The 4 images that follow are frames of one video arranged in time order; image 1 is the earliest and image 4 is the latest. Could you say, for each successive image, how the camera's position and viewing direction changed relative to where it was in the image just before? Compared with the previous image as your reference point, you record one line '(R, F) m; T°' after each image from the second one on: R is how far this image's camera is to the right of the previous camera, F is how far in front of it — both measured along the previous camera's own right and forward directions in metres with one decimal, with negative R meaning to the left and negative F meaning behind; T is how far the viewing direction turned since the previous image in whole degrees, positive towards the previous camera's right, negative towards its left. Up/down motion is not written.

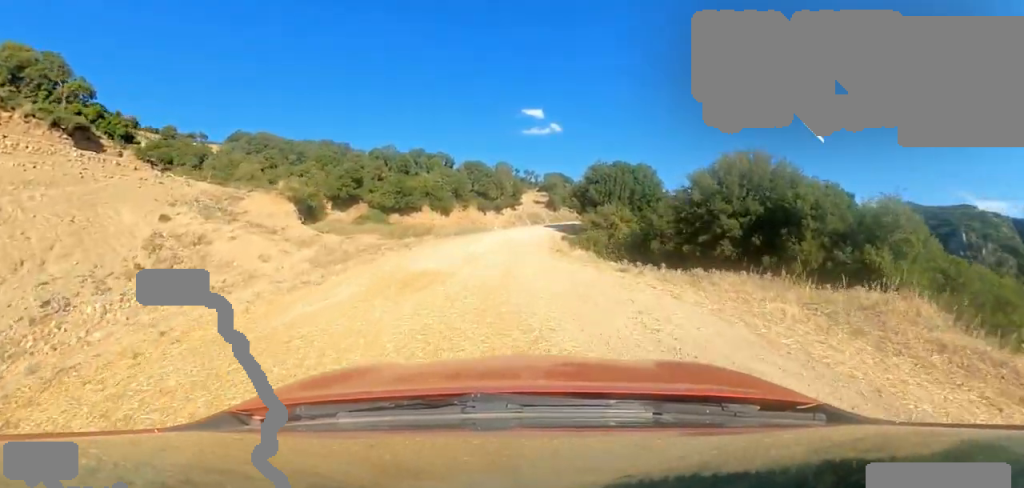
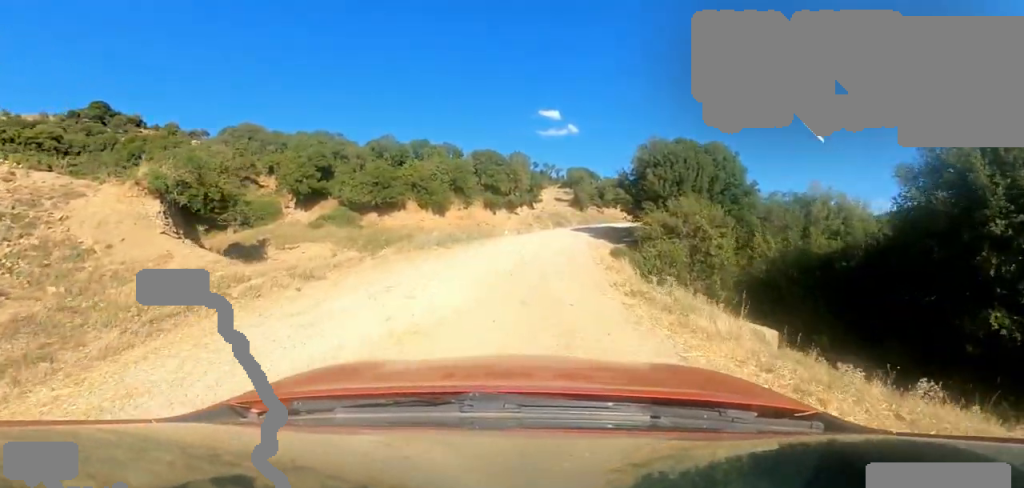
(-0.5, +8.8) m; -4°
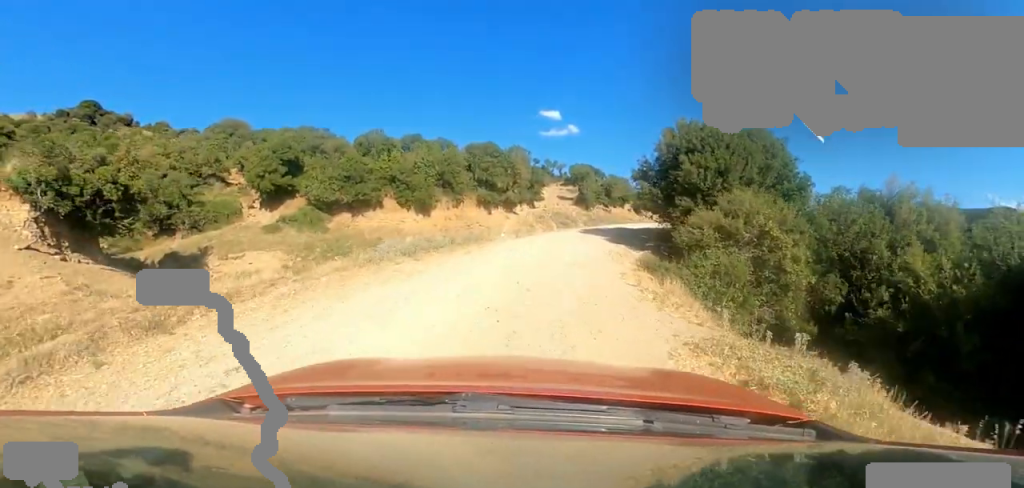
(0.0, +3.8) m; -1°
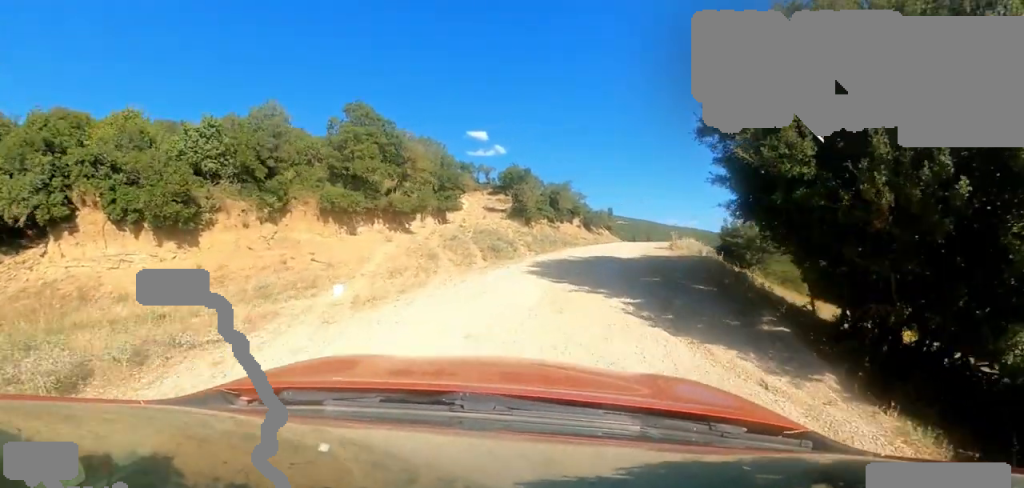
(-0.1, +12.3) m; +5°
